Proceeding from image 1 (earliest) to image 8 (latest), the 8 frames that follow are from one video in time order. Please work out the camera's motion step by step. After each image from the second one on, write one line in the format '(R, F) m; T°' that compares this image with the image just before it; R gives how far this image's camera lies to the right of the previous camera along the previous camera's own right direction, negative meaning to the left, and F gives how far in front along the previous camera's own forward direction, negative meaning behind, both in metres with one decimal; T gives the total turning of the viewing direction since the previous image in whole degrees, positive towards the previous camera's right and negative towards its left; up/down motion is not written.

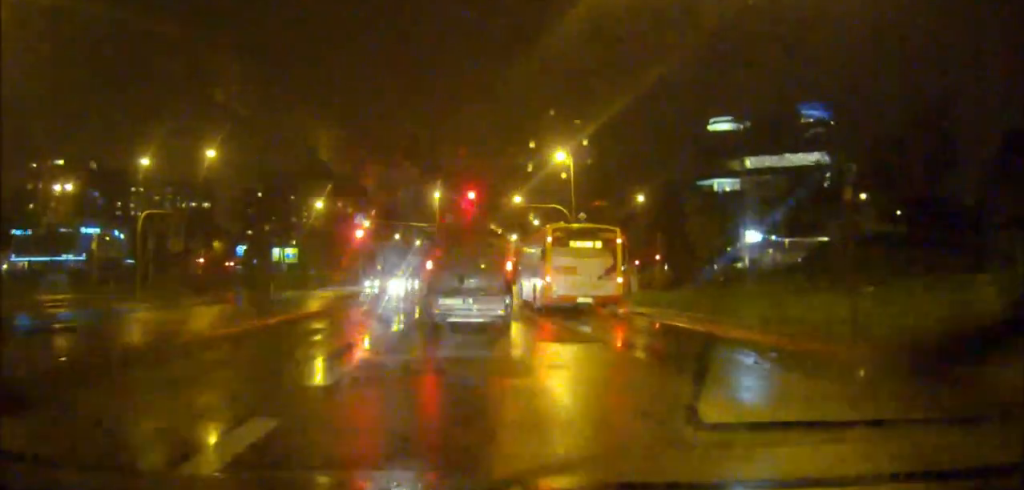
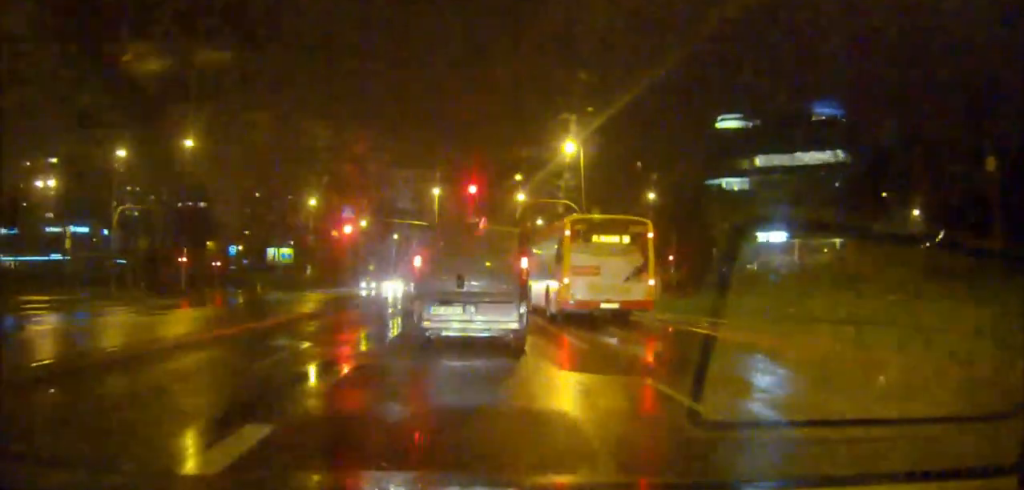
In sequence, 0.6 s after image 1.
(0.0, +3.7) m; 0°
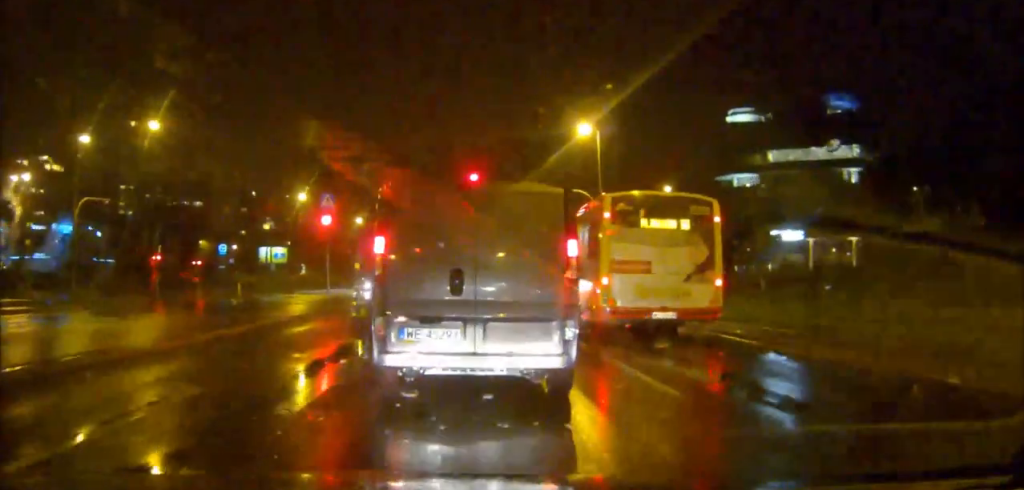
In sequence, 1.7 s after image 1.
(0.0, +4.5) m; +1°
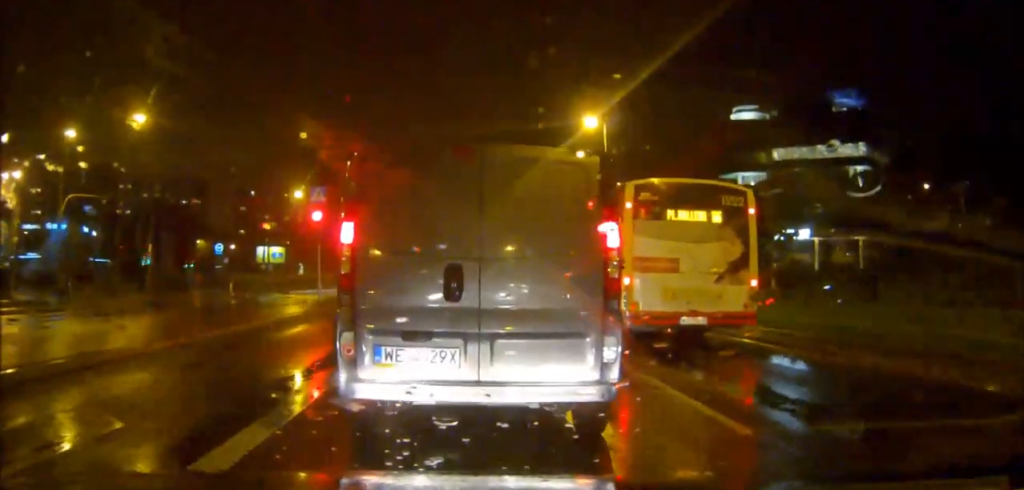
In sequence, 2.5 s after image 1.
(0.0, +0.9) m; 0°
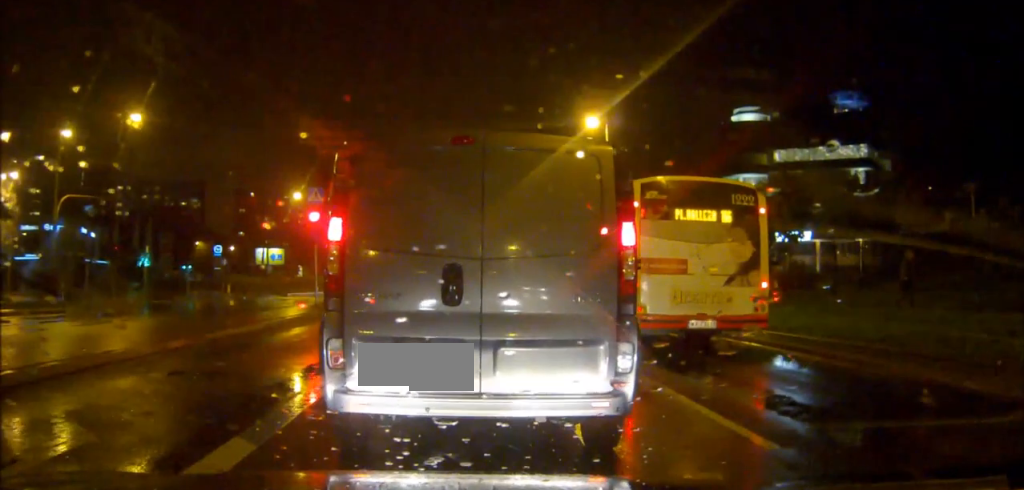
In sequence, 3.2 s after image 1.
(0.0, +0.2) m; 0°
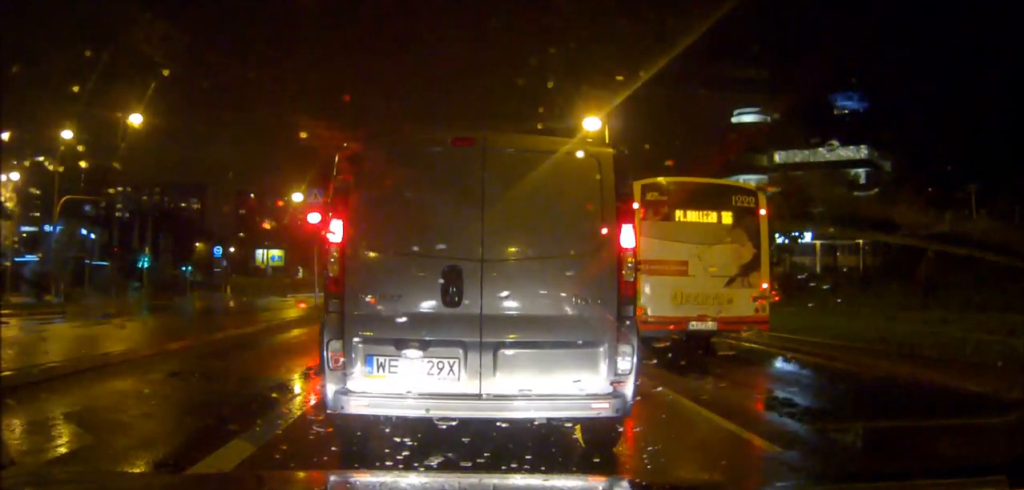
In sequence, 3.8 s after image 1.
(0.0, +0.1) m; 0°
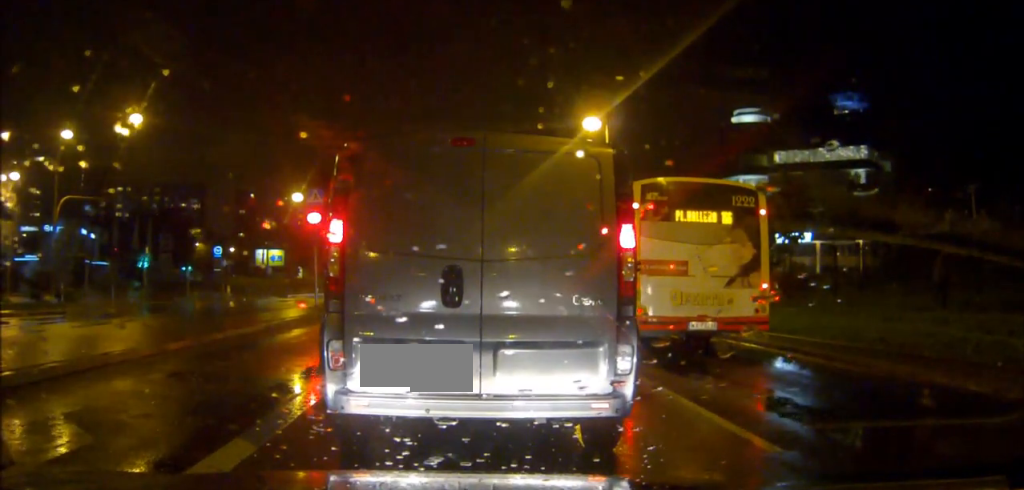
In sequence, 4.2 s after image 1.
(0.0, 0.0) m; 0°
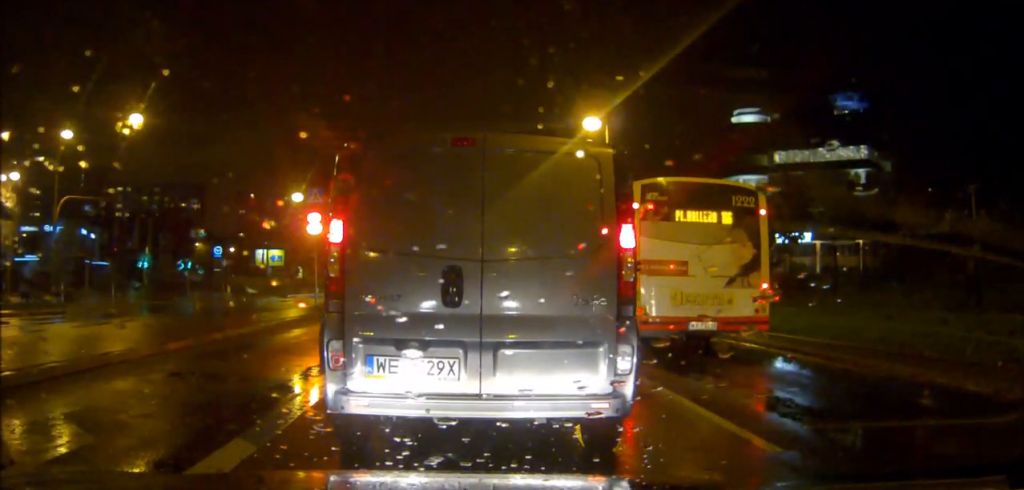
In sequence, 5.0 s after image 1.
(0.0, 0.0) m; 0°
